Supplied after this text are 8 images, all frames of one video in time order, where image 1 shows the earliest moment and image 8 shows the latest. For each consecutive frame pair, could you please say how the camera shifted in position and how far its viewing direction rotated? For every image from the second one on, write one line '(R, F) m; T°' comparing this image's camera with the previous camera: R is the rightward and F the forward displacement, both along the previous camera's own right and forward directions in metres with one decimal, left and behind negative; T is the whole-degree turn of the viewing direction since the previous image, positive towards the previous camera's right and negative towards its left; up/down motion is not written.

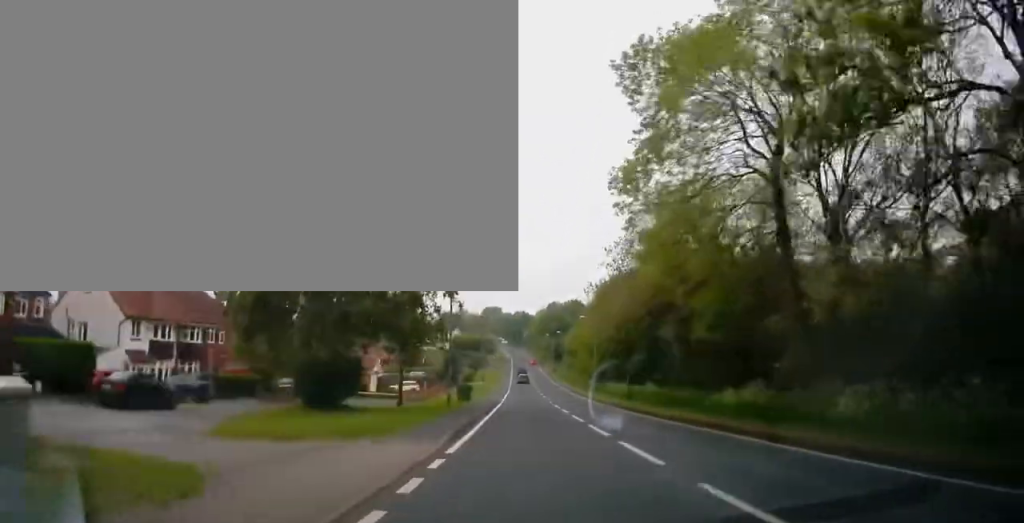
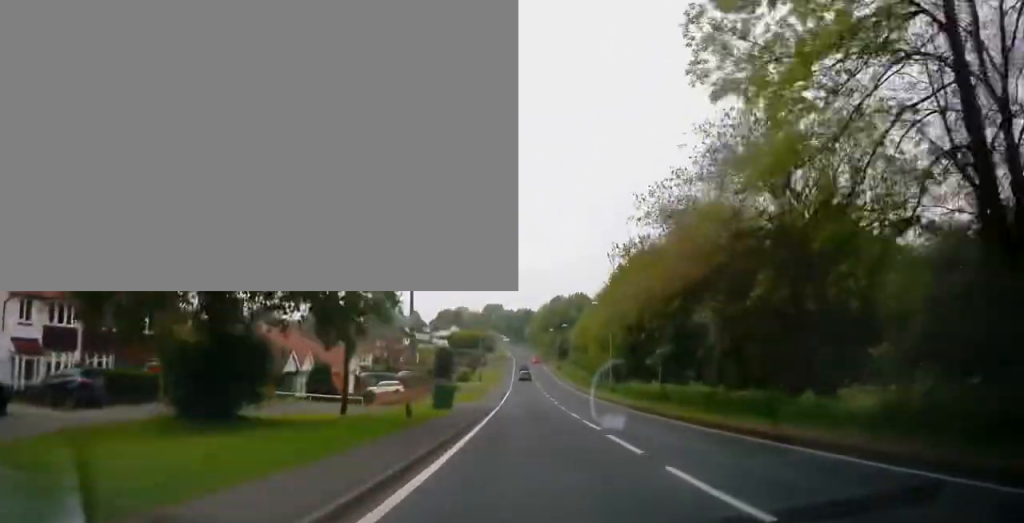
(-0.2, +10.0) m; -1°
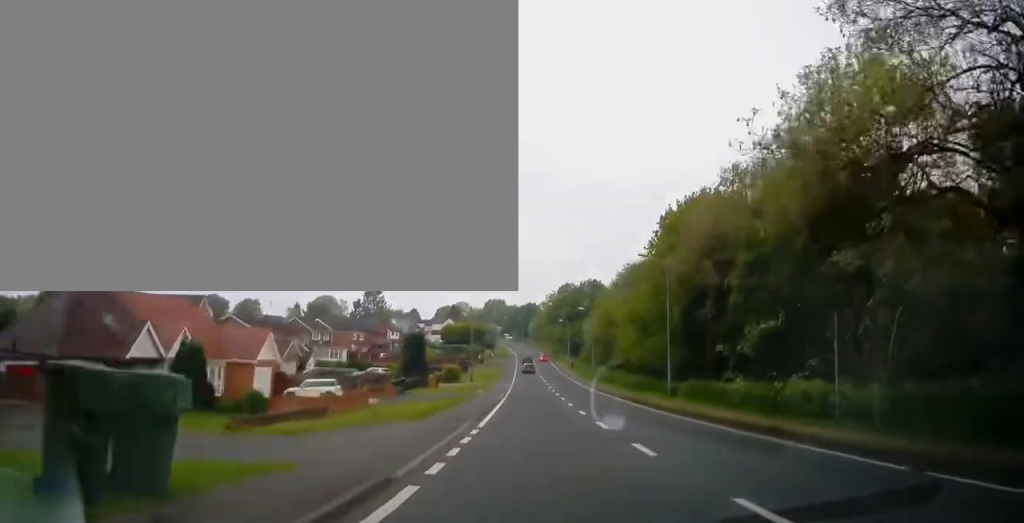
(+0.2, +20.6) m; +1°
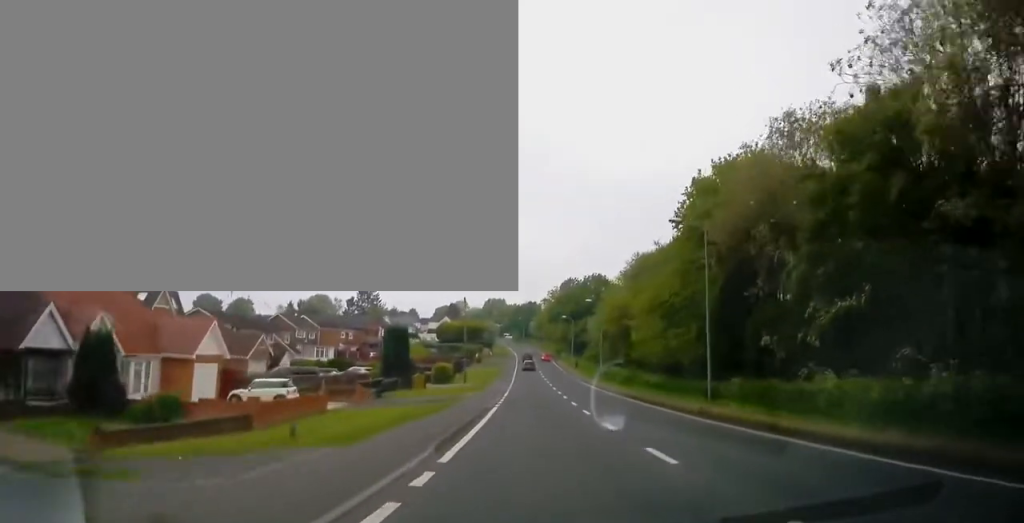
(+0.1, +8.0) m; 0°
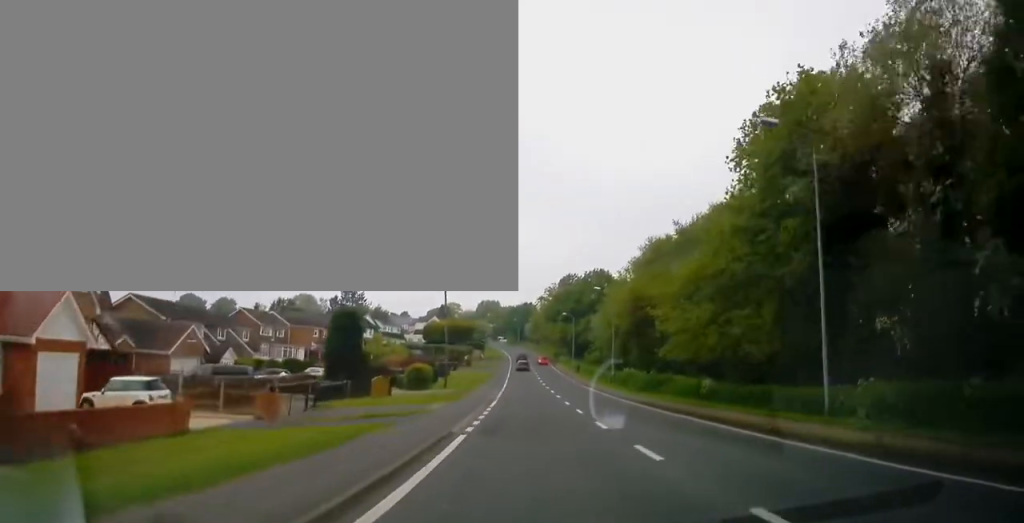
(+0.1, +11.5) m; 0°
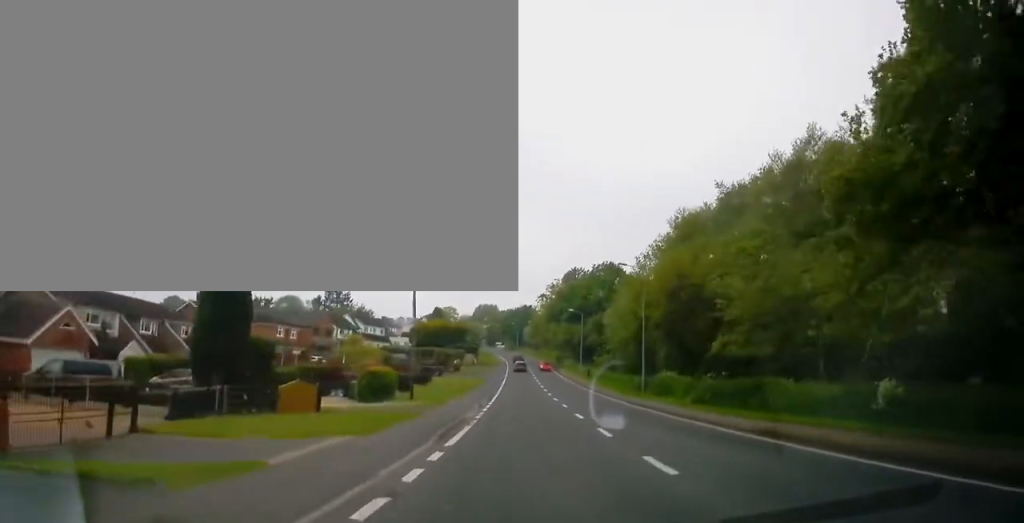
(0.0, +13.2) m; 0°
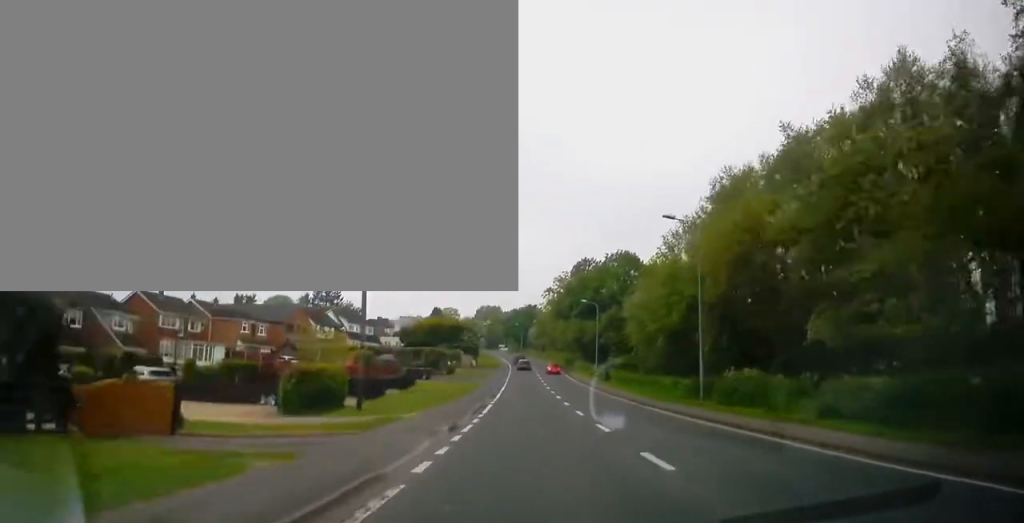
(0.0, +11.9) m; 0°
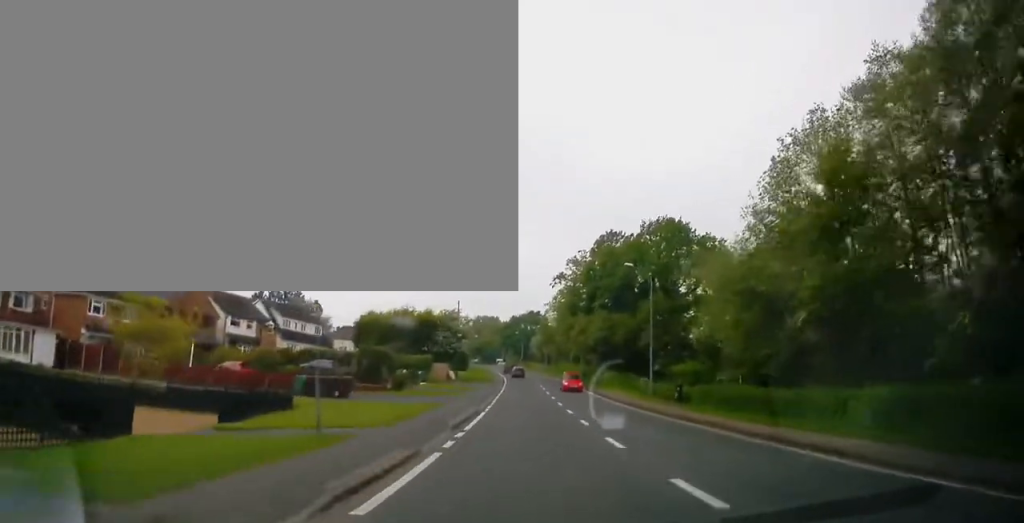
(-0.1, +27.4) m; 0°
